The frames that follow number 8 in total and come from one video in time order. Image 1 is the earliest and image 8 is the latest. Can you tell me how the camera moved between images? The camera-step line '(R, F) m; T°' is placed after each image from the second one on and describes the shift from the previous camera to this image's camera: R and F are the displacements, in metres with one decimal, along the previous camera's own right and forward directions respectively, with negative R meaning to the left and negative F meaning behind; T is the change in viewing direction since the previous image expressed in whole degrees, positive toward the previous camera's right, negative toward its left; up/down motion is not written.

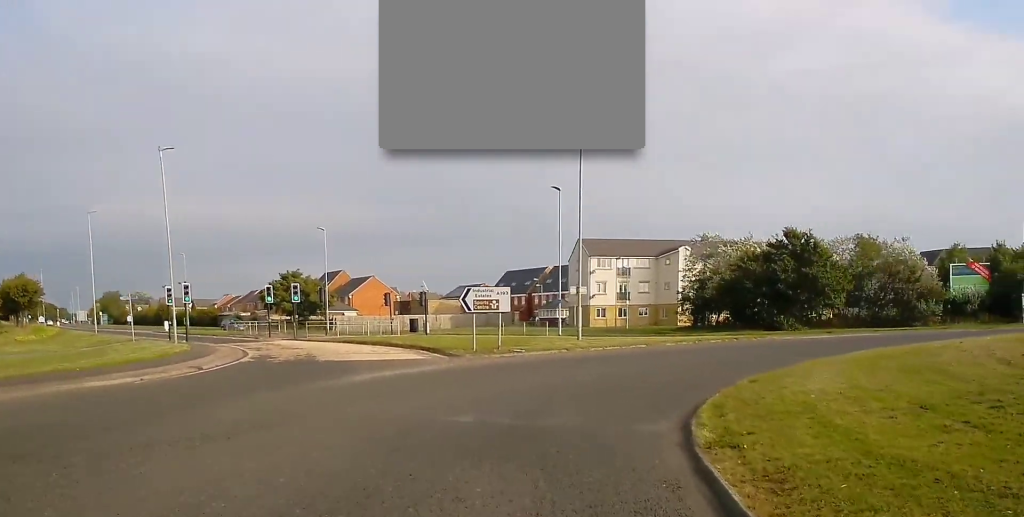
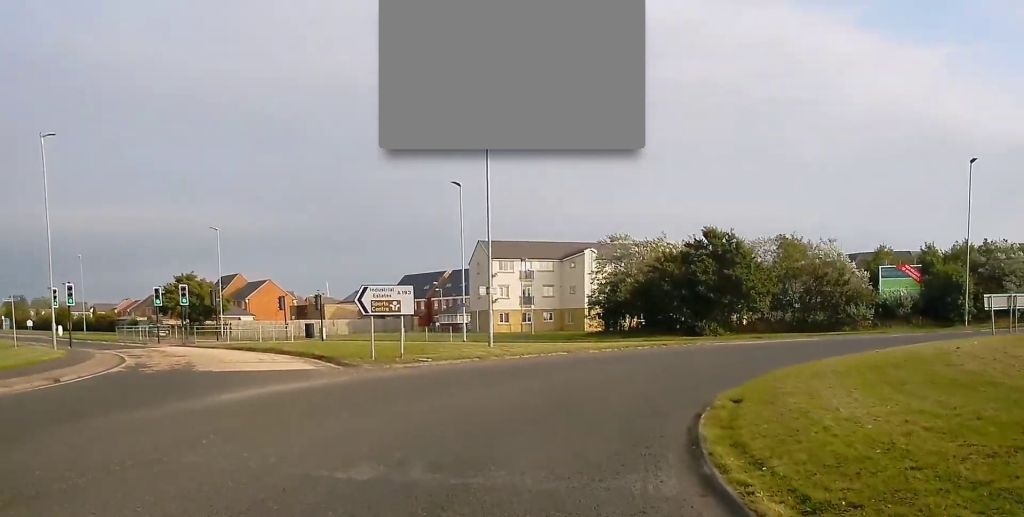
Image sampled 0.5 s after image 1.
(+0.3, +3.5) m; +6°
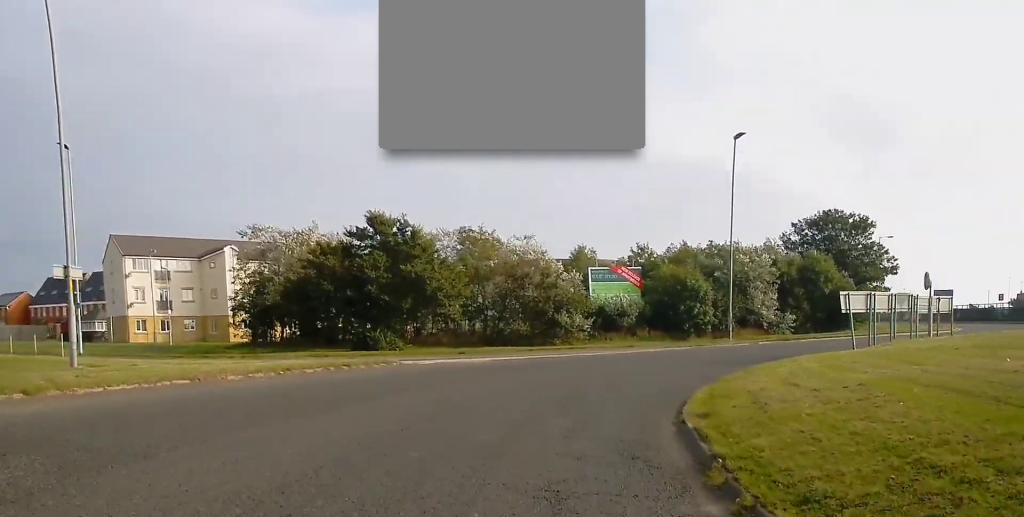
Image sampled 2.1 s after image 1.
(+2.2, +11.5) m; +25°
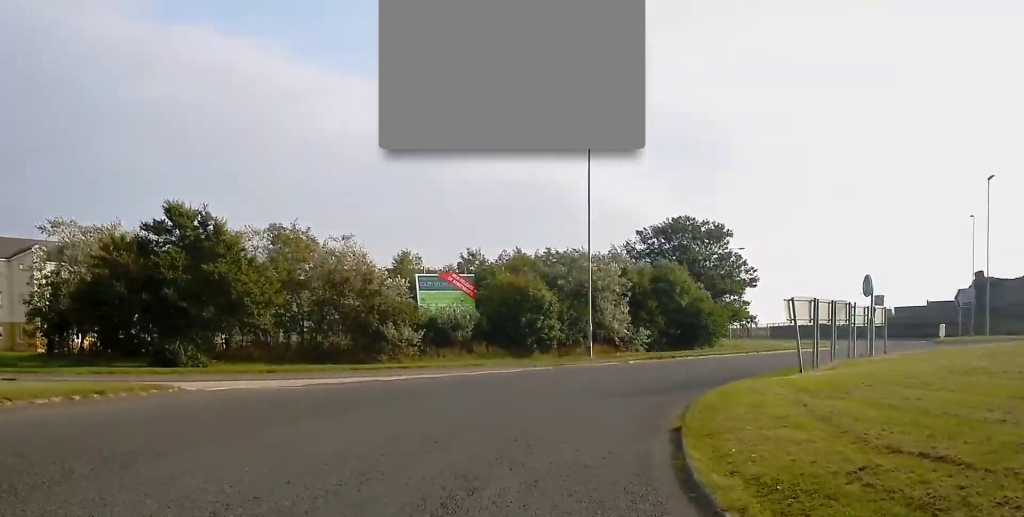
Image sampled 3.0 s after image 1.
(+0.7, +6.6) m; +13°
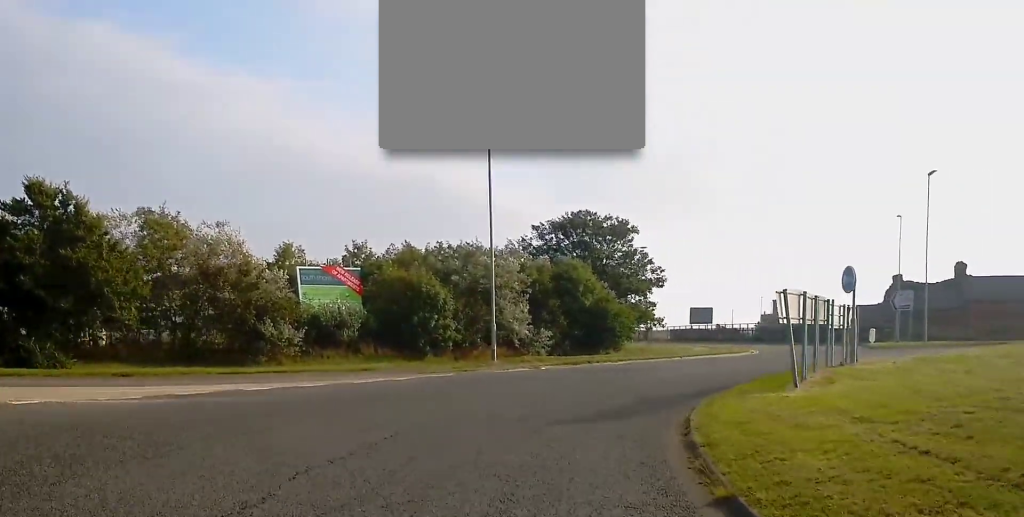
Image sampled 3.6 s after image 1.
(+0.5, +4.4) m; +10°
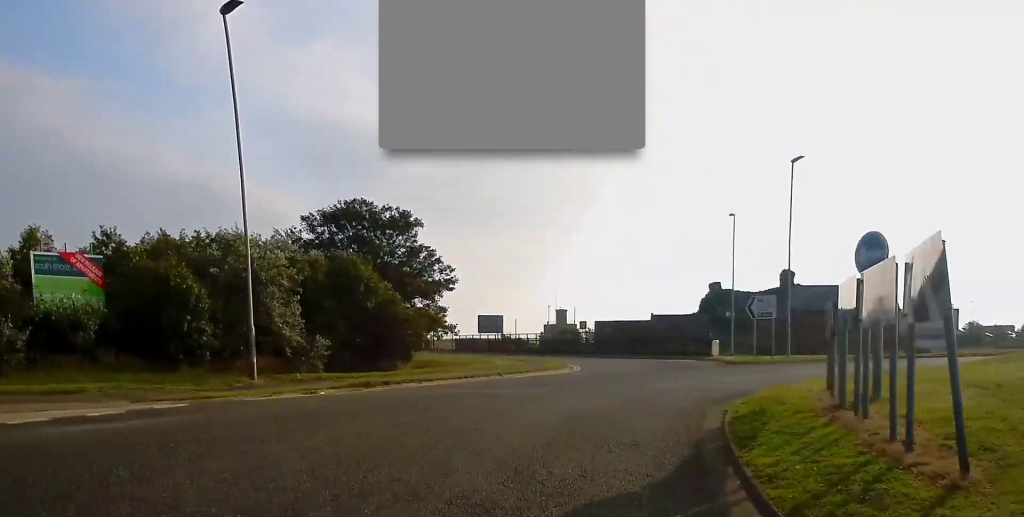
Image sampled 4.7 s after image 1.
(+1.4, +8.4) m; +15°
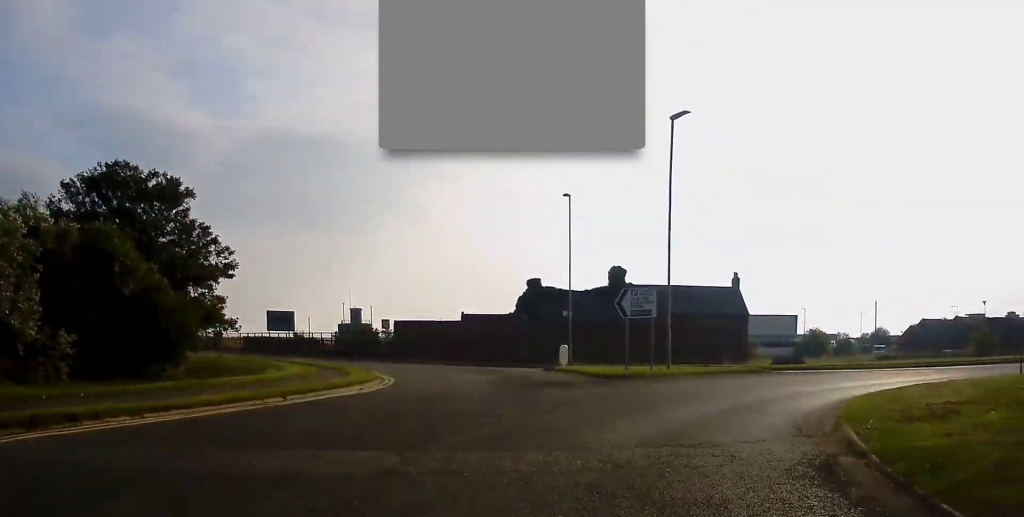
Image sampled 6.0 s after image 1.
(+0.8, +9.9) m; +13°
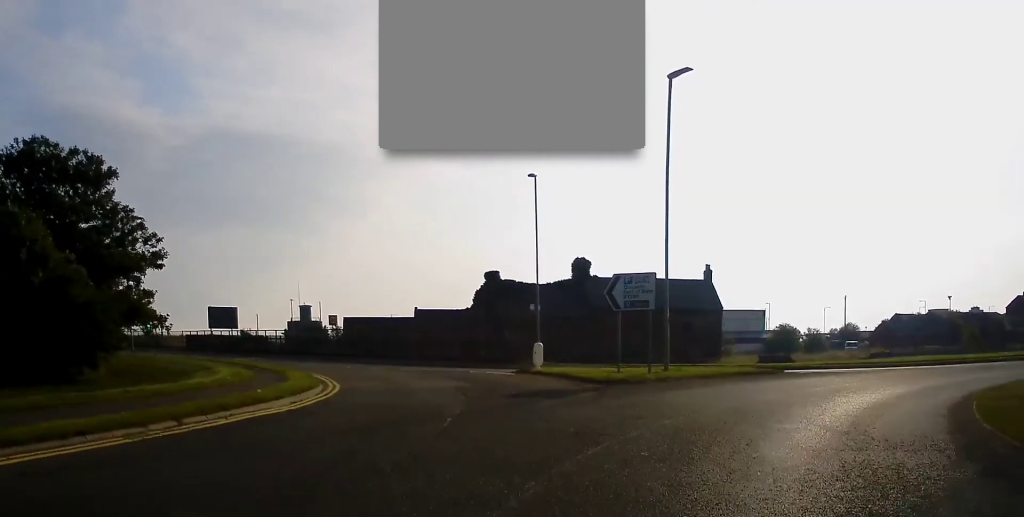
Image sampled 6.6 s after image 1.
(+0.7, +5.2) m; +5°
